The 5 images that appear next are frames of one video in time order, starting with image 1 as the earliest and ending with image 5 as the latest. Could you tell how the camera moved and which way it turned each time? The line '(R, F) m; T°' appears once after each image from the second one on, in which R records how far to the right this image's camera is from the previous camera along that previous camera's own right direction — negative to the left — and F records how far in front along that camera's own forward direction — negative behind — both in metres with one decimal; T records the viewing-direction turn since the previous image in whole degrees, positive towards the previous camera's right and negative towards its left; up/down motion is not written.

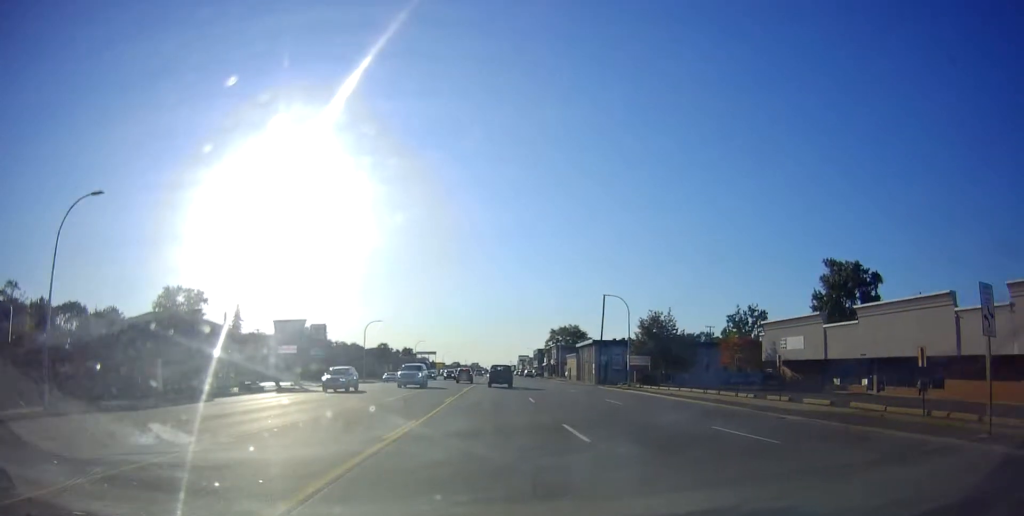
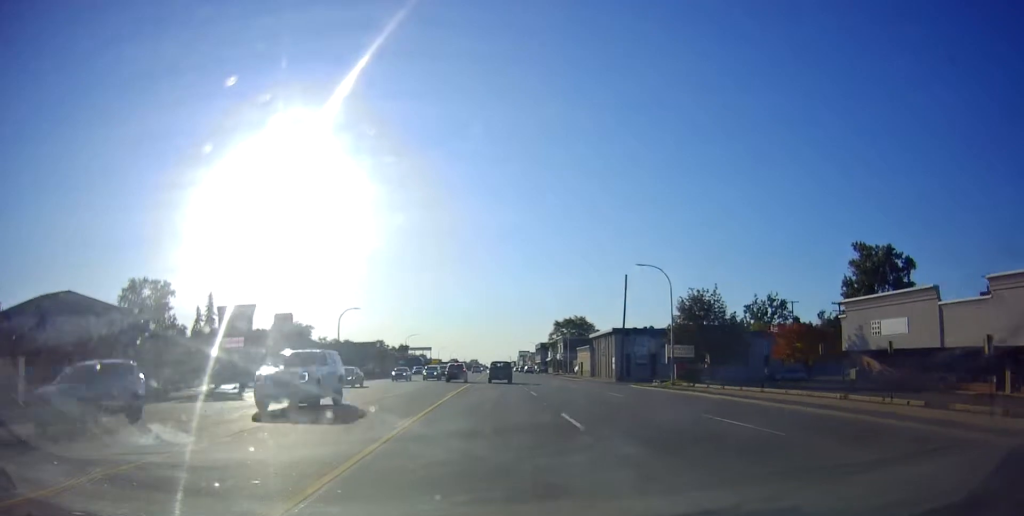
(+0.3, +14.0) m; +1°
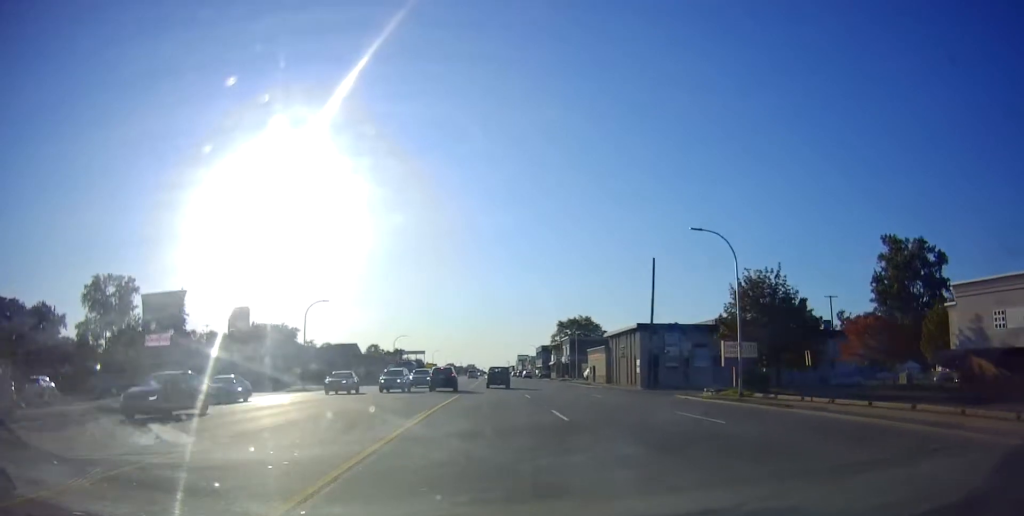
(+0.1, +12.5) m; -1°
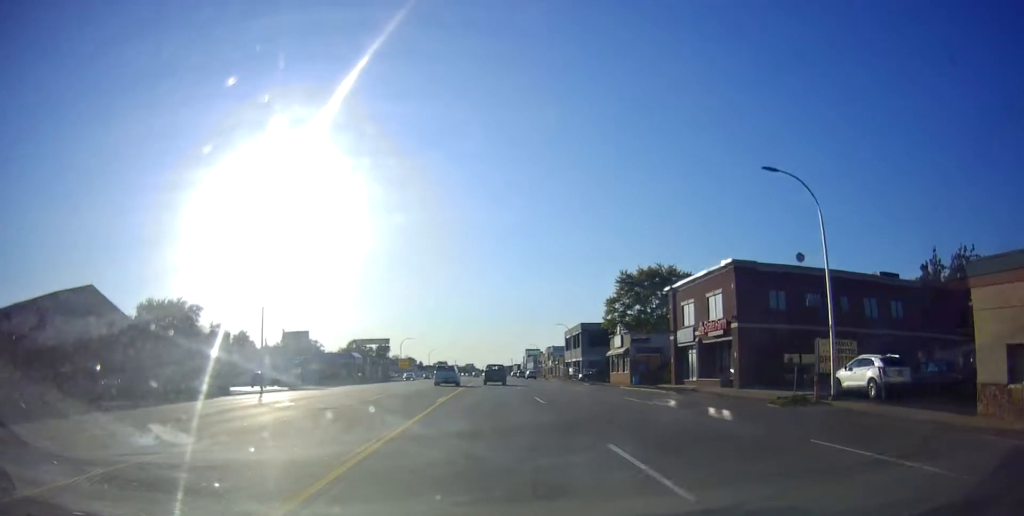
(-0.2, +68.1) m; 0°
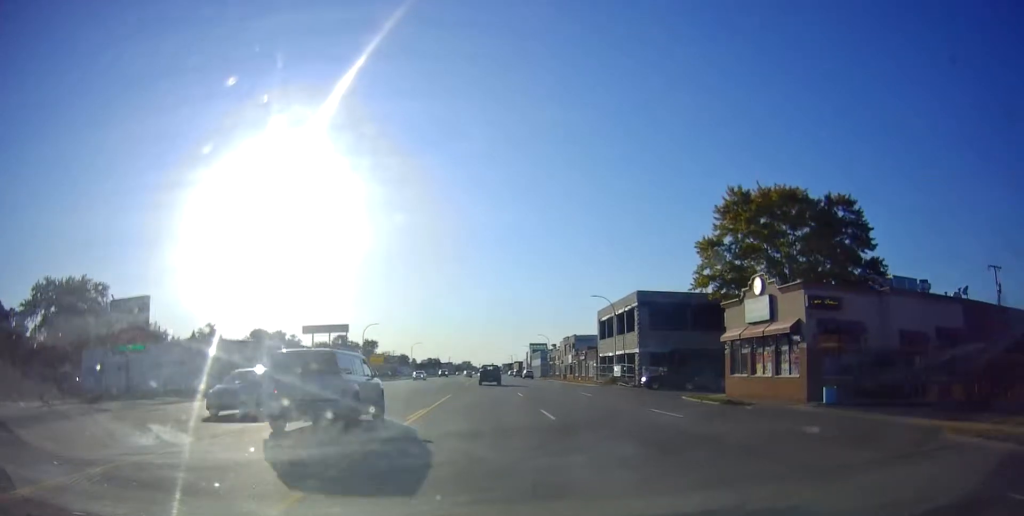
(0.0, +36.0) m; 0°
